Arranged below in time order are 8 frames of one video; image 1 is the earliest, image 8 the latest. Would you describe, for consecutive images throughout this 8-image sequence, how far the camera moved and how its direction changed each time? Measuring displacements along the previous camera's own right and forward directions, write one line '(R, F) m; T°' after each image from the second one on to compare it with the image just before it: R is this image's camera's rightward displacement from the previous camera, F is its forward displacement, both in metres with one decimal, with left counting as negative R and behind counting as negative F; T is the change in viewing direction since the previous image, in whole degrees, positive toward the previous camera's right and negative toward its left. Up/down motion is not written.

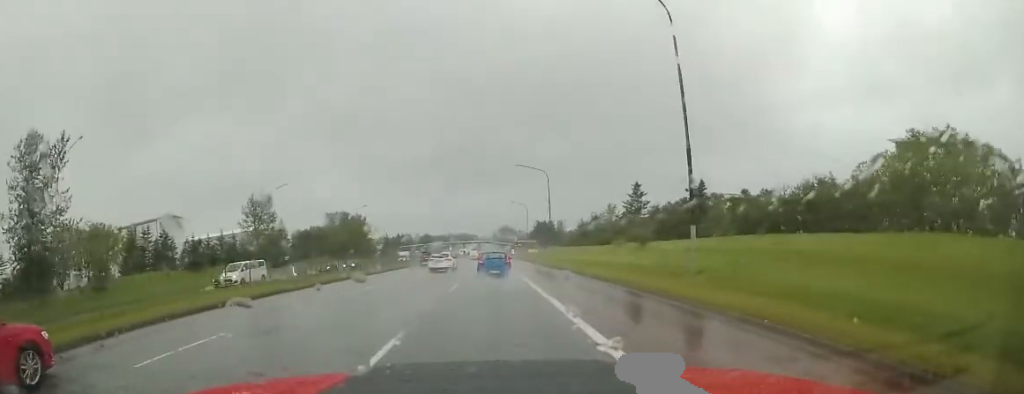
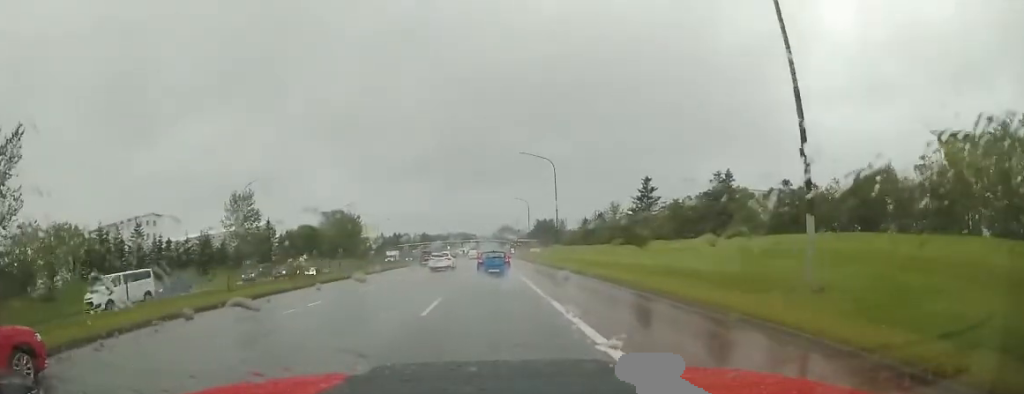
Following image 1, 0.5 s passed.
(+0.1, +7.0) m; 0°
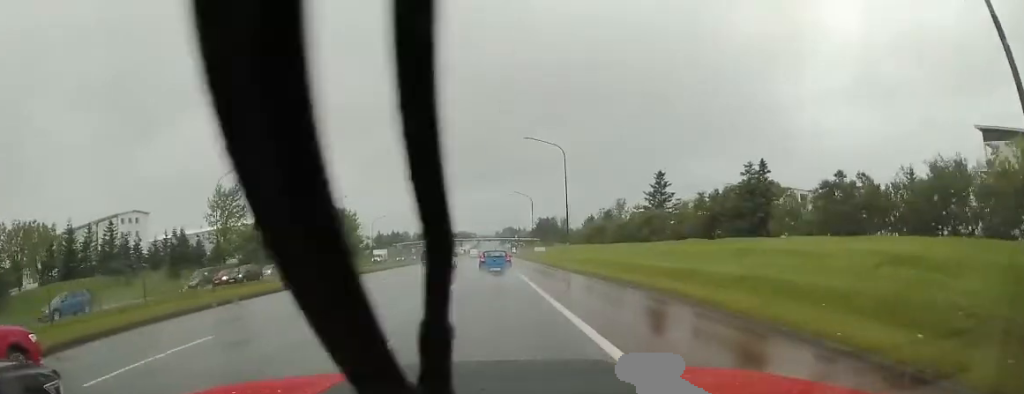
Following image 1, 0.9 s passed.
(-0.2, +6.5) m; -1°
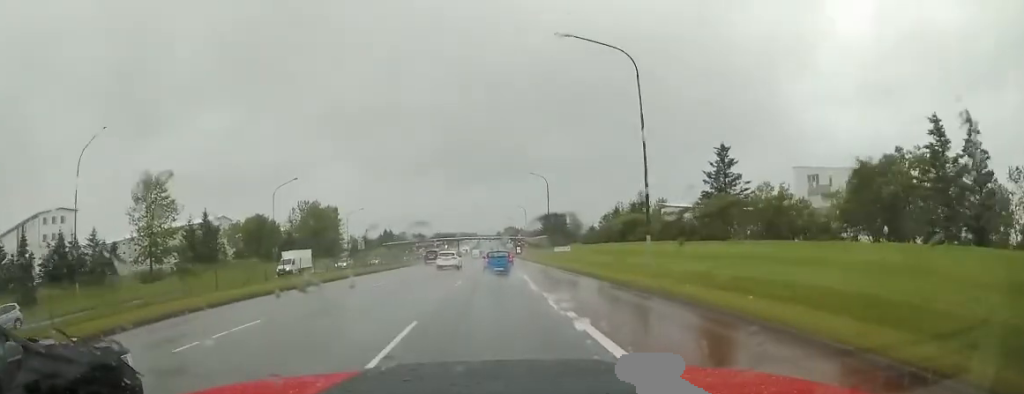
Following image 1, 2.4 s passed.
(-0.4, +22.5) m; -1°
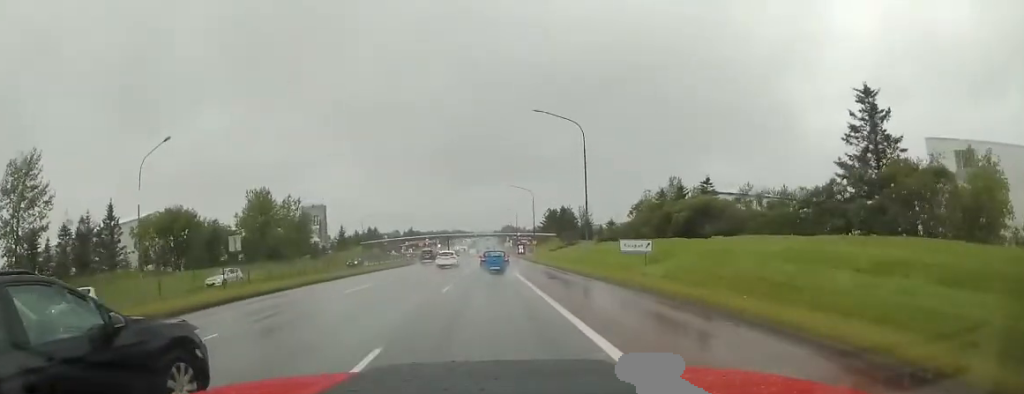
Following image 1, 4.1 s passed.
(+0.7, +26.7) m; +3°
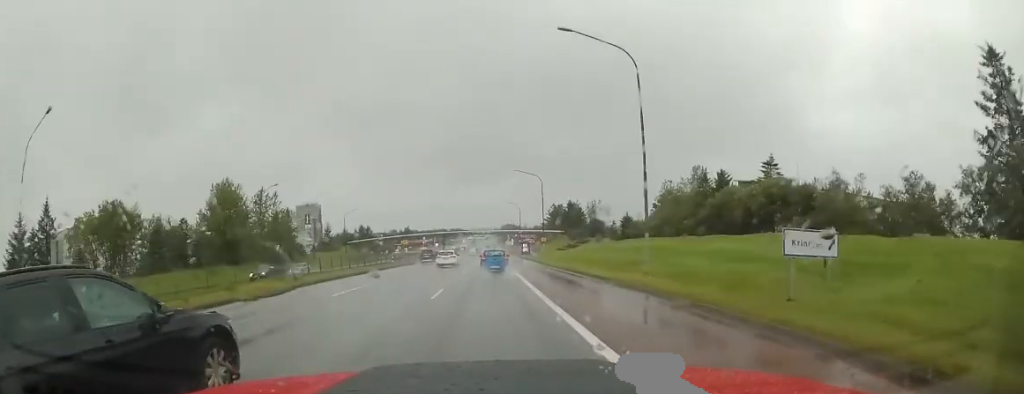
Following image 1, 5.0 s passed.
(+0.1, +14.2) m; 0°
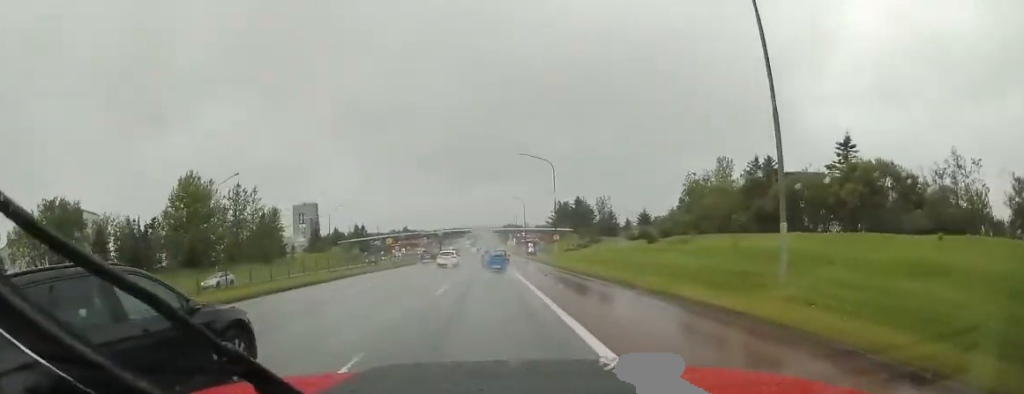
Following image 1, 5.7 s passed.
(0.0, +11.1) m; 0°
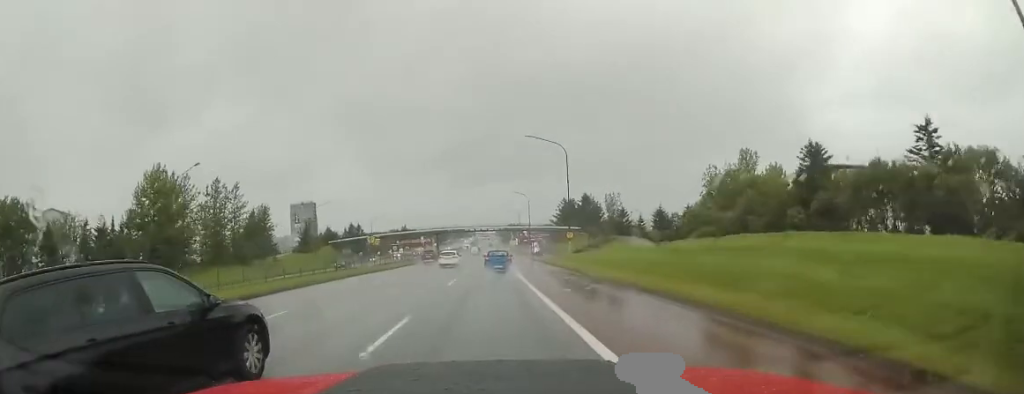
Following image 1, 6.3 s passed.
(0.0, +8.5) m; 0°
